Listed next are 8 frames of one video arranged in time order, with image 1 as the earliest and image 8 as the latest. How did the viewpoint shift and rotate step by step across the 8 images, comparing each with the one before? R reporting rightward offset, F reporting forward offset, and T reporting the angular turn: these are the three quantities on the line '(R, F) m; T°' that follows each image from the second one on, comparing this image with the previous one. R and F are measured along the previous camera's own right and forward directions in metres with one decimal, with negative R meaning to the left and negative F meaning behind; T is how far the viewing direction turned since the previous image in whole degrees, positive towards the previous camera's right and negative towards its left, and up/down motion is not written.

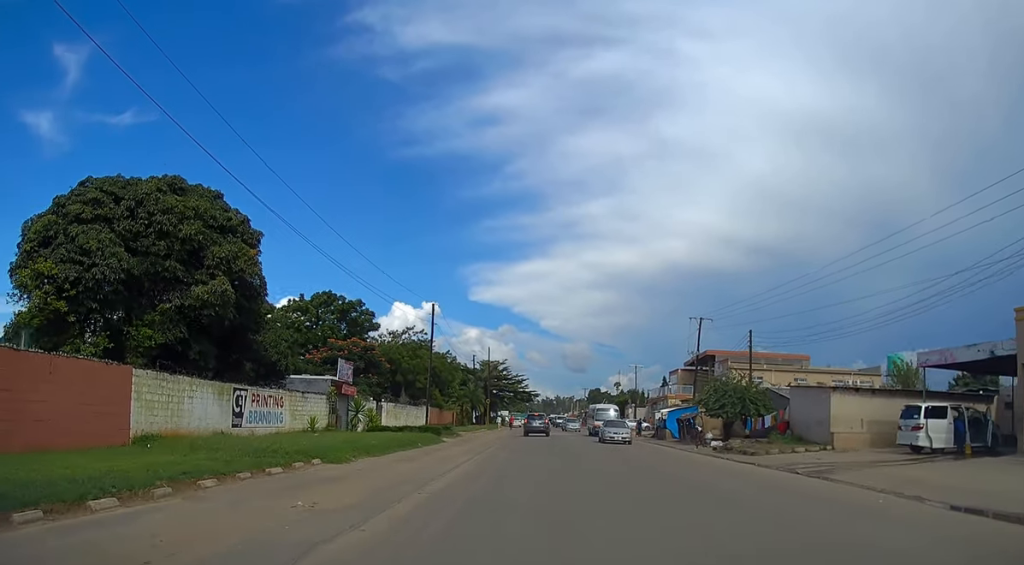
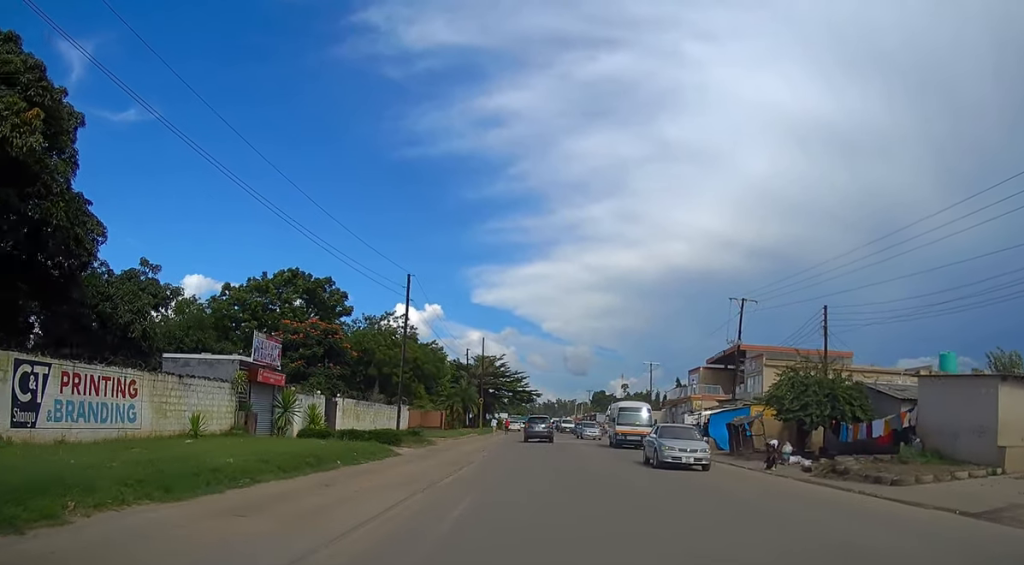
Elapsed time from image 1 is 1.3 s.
(+0.1, +12.9) m; +1°
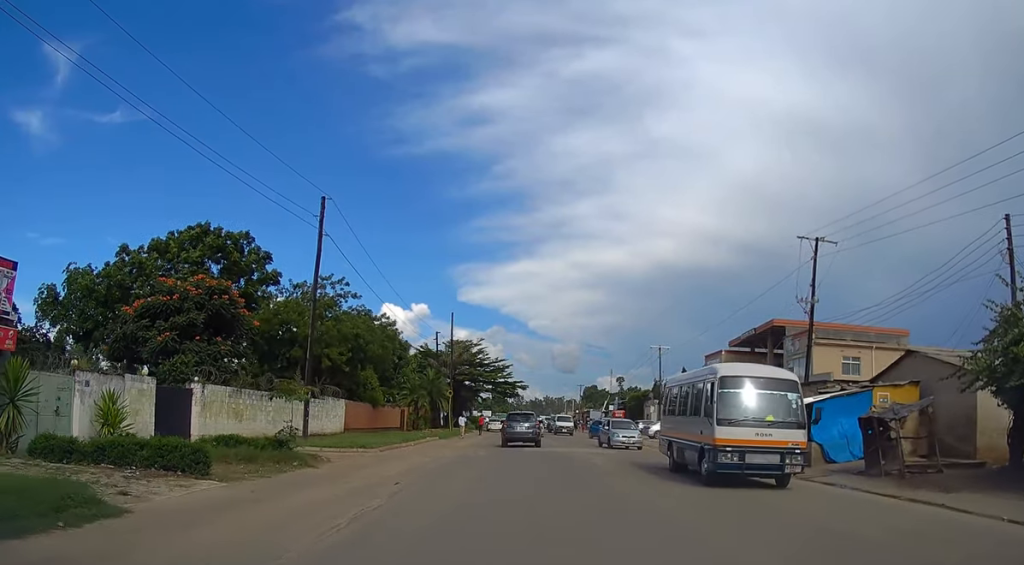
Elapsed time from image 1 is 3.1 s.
(+0.1, +16.8) m; 0°
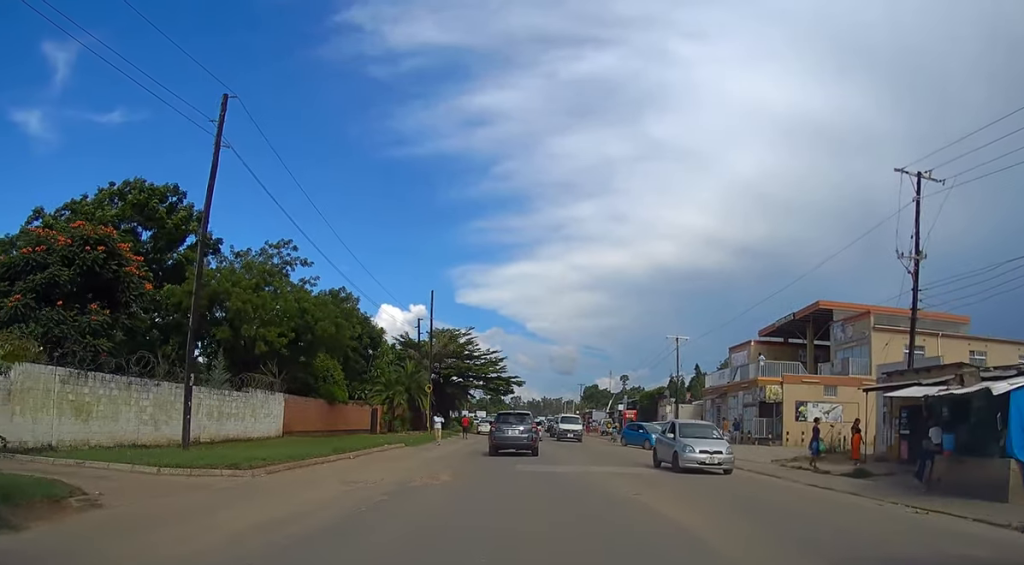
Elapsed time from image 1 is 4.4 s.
(-0.1, +10.9) m; +1°
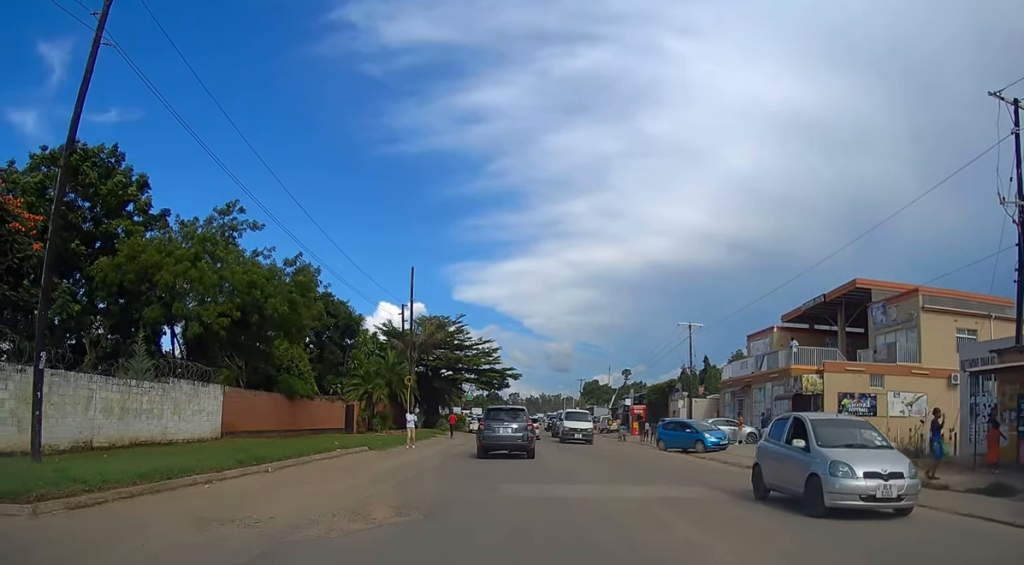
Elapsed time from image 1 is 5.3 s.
(+0.2, +7.1) m; 0°
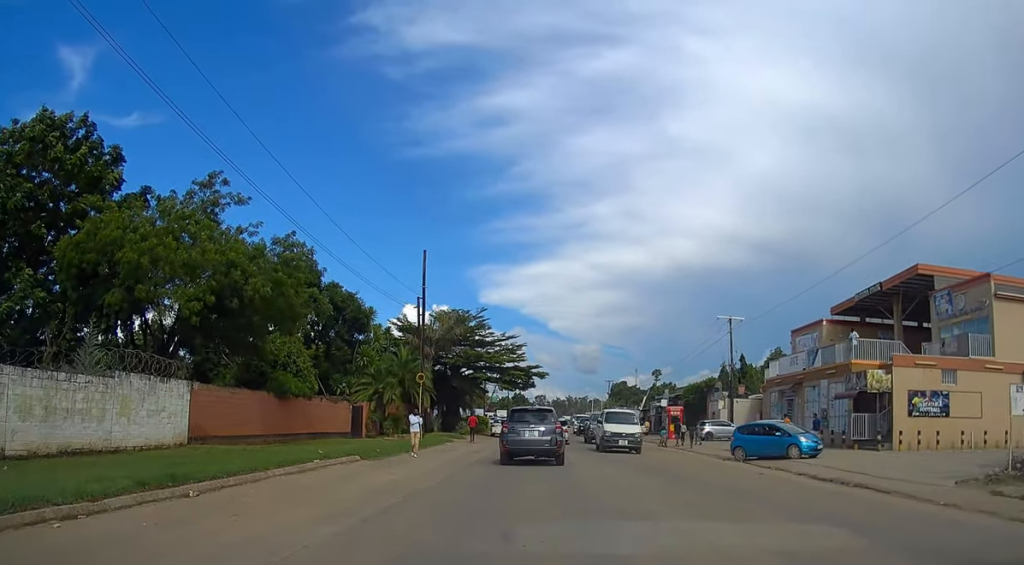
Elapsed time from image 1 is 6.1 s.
(-0.2, +5.3) m; -3°
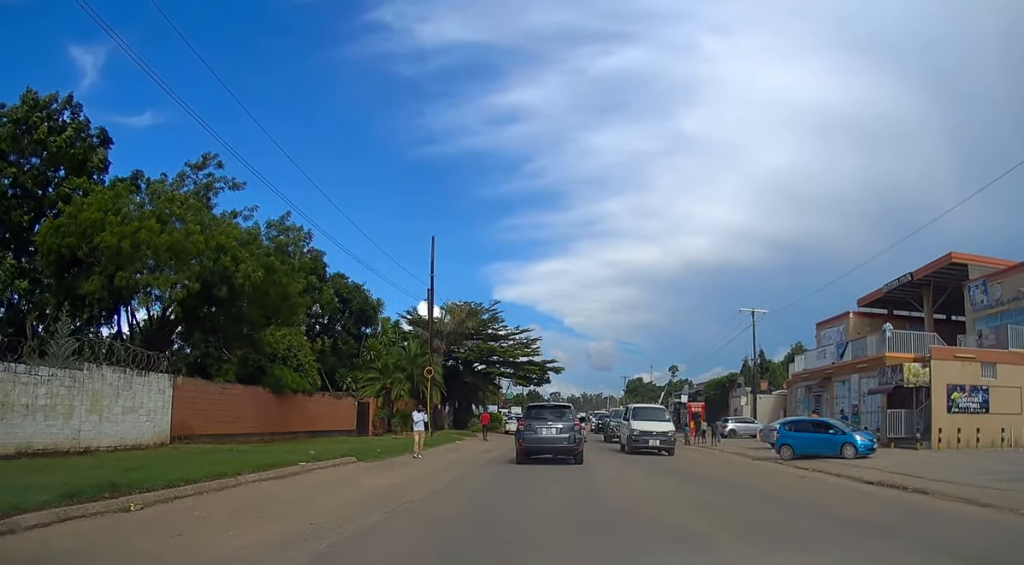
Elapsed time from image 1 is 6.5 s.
(0.0, +2.3) m; -1°
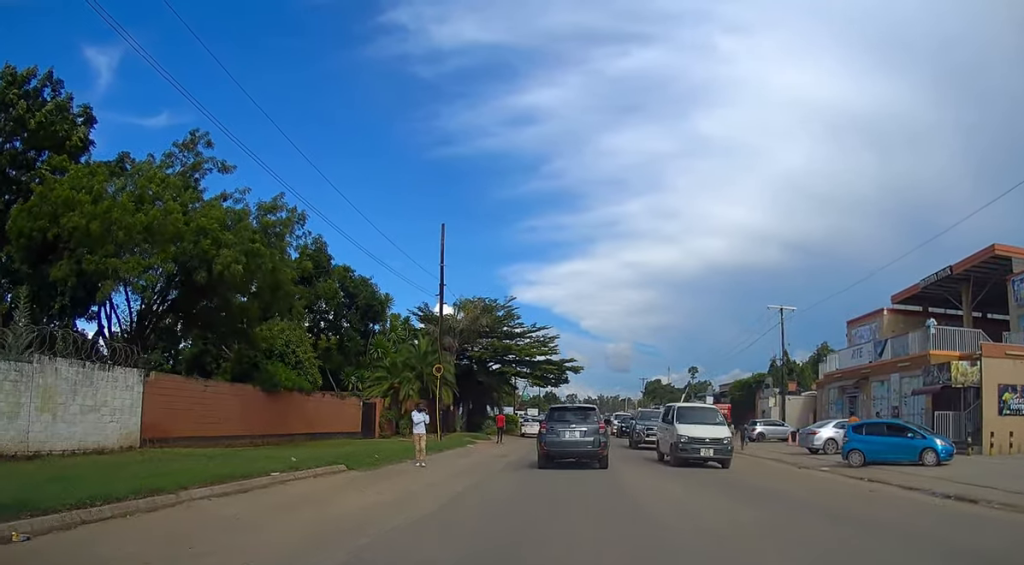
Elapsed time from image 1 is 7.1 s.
(-0.1, +3.0) m; -1°
